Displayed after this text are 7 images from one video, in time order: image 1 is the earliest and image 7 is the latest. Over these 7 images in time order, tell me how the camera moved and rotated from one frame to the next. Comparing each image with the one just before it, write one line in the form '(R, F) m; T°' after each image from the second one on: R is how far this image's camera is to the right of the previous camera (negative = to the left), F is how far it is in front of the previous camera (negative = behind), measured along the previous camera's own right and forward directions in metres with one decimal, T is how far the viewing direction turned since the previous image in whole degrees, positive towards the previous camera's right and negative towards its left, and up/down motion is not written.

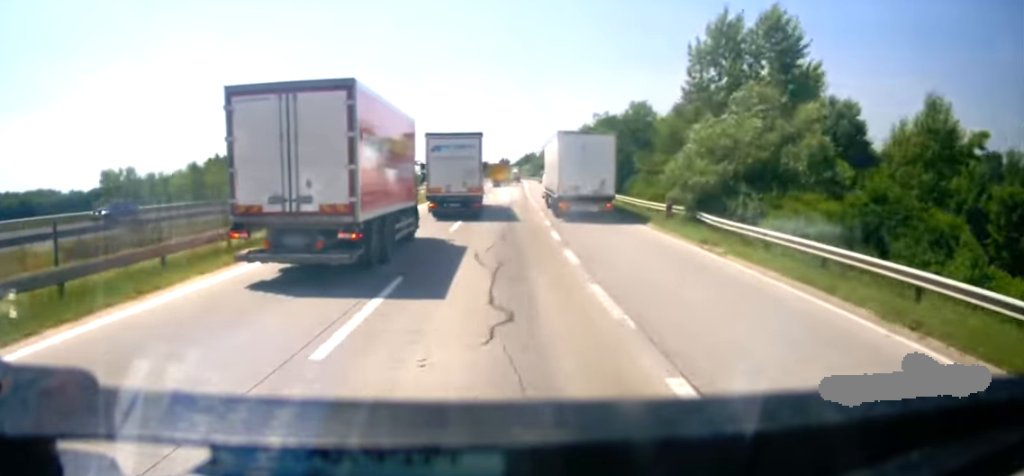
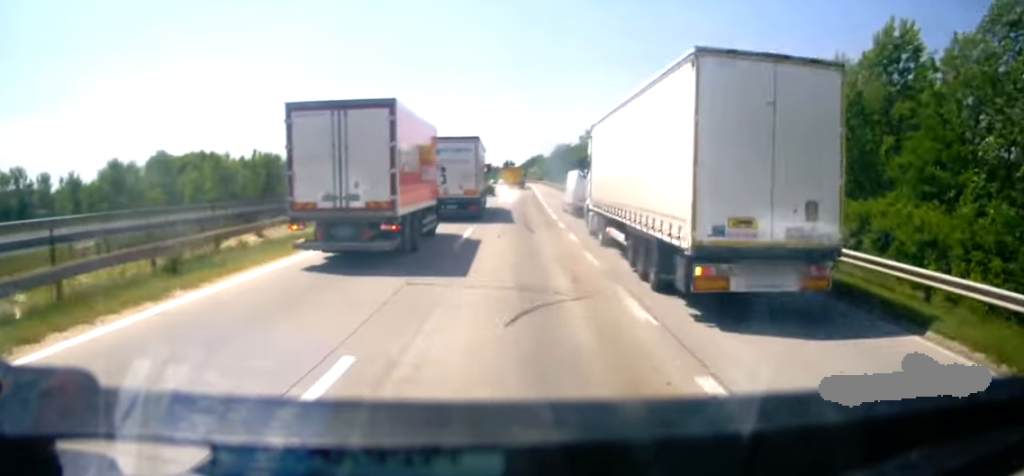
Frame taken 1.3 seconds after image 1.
(-0.2, +24.1) m; 0°
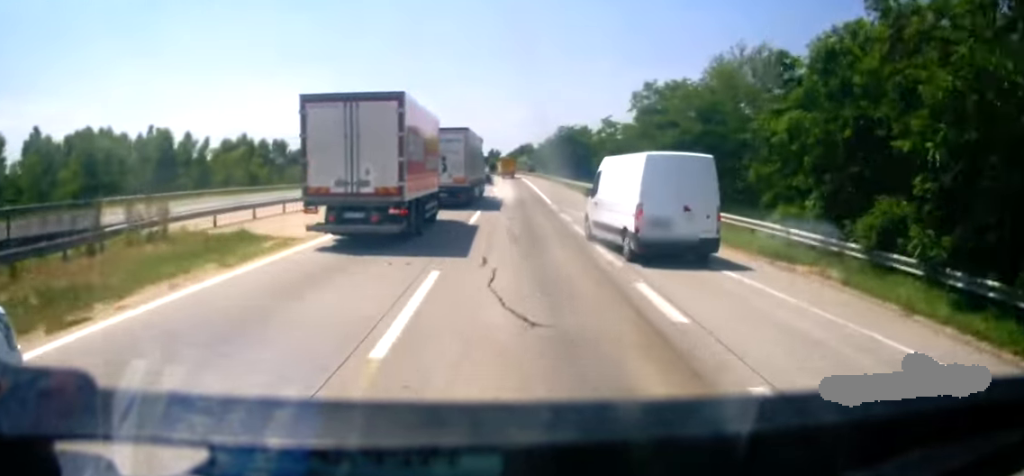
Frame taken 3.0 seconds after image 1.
(+0.5, +30.1) m; +2°
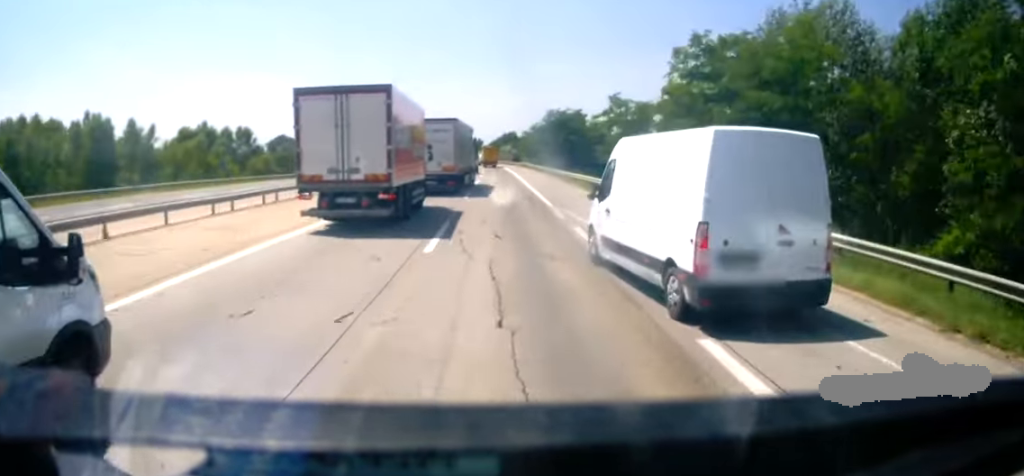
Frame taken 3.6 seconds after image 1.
(+0.1, +10.4) m; 0°
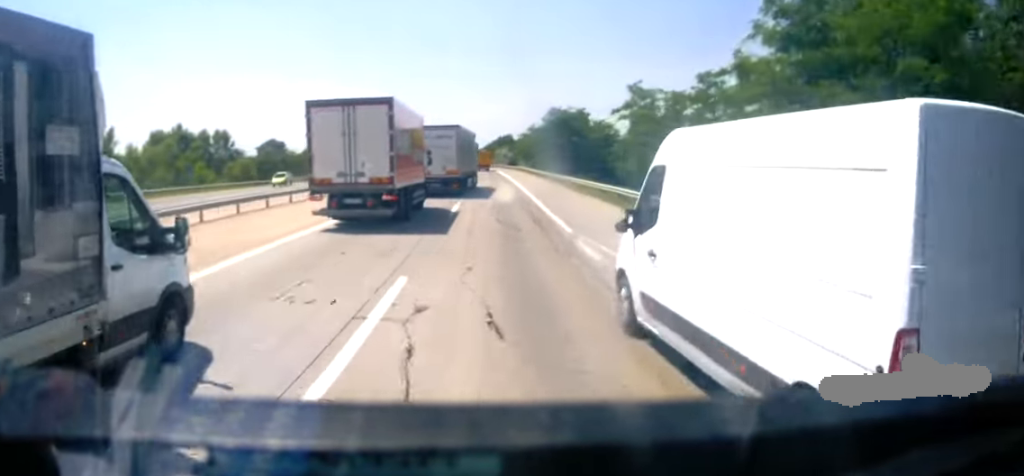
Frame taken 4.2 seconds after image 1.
(0.0, +8.3) m; 0°
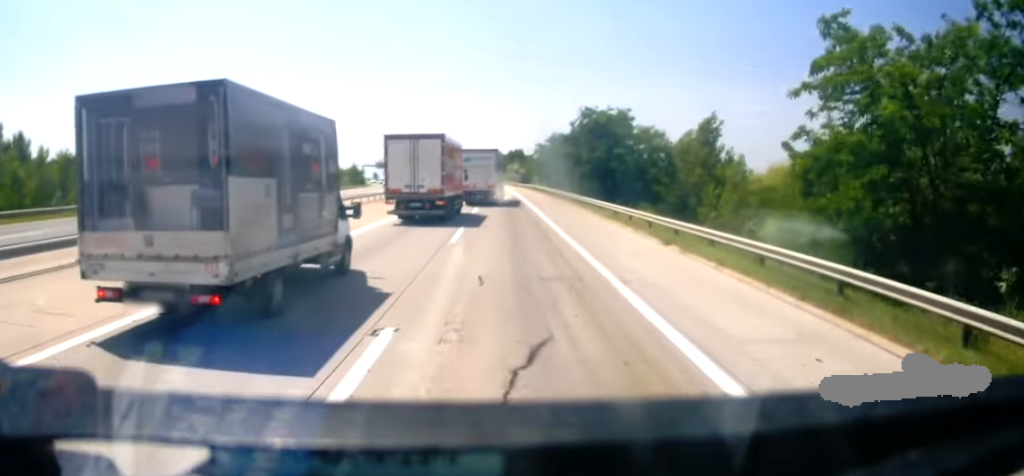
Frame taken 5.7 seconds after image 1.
(-0.2, +21.1) m; 0°
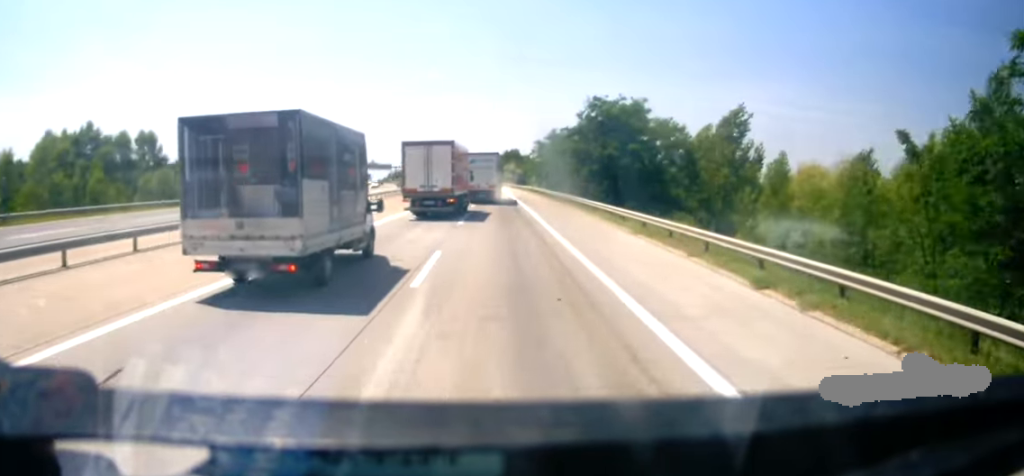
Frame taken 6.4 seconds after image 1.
(+0.1, +8.5) m; +1°
